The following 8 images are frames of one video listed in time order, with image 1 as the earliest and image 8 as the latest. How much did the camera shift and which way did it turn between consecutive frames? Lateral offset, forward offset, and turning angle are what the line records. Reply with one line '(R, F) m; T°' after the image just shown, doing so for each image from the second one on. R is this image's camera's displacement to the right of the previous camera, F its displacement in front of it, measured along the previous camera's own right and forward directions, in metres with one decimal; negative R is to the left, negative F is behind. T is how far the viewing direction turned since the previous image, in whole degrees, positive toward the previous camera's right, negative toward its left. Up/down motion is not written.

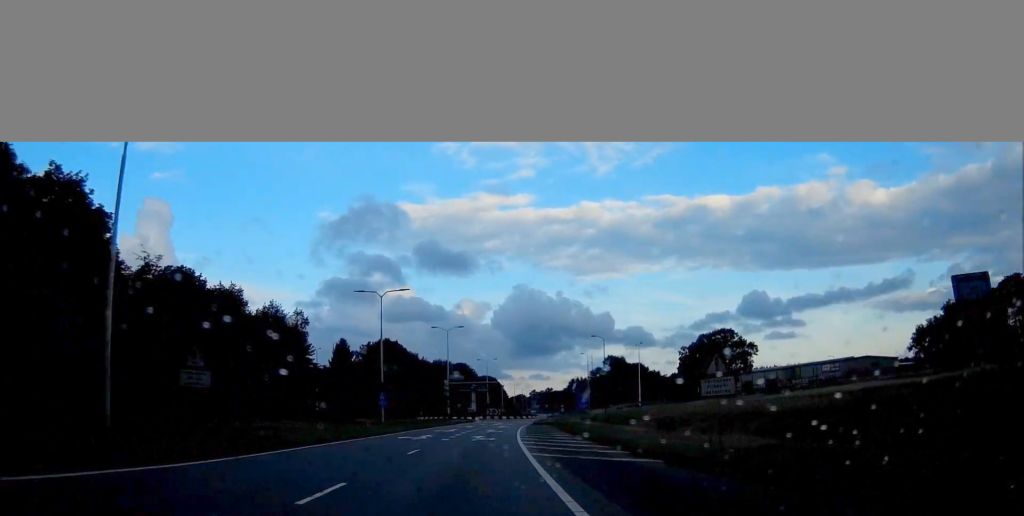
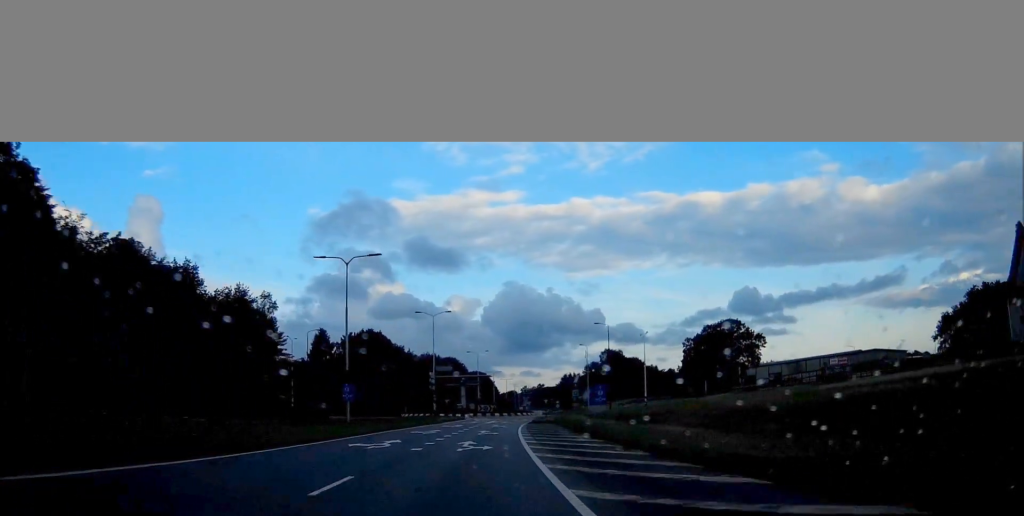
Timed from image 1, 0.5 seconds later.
(0.0, +11.1) m; +1°
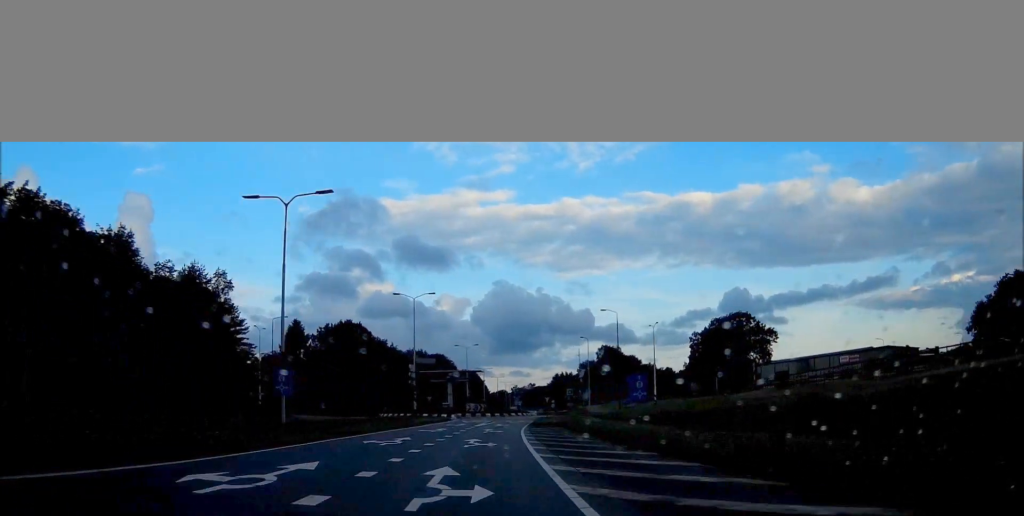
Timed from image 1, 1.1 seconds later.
(0.0, +12.9) m; +1°
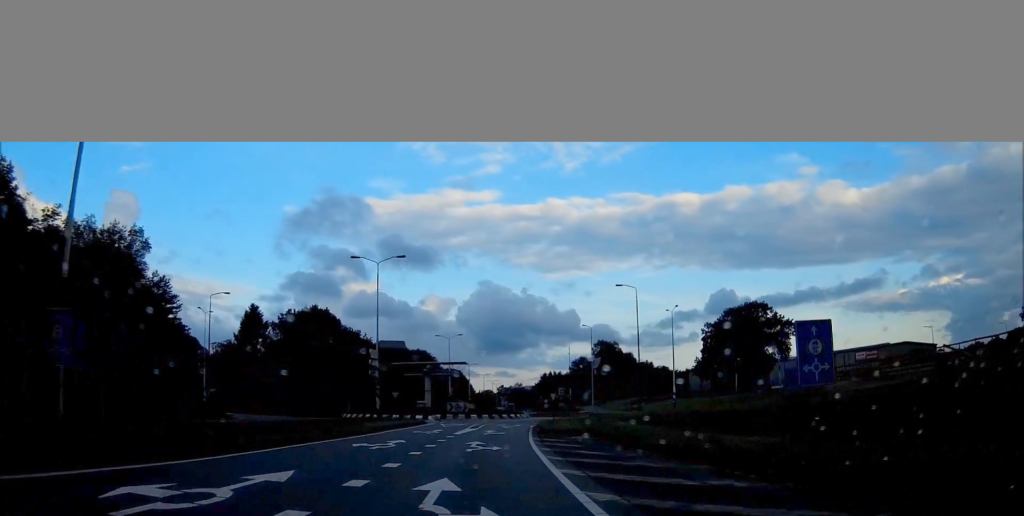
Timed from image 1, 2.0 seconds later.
(+0.3, +17.5) m; +2°
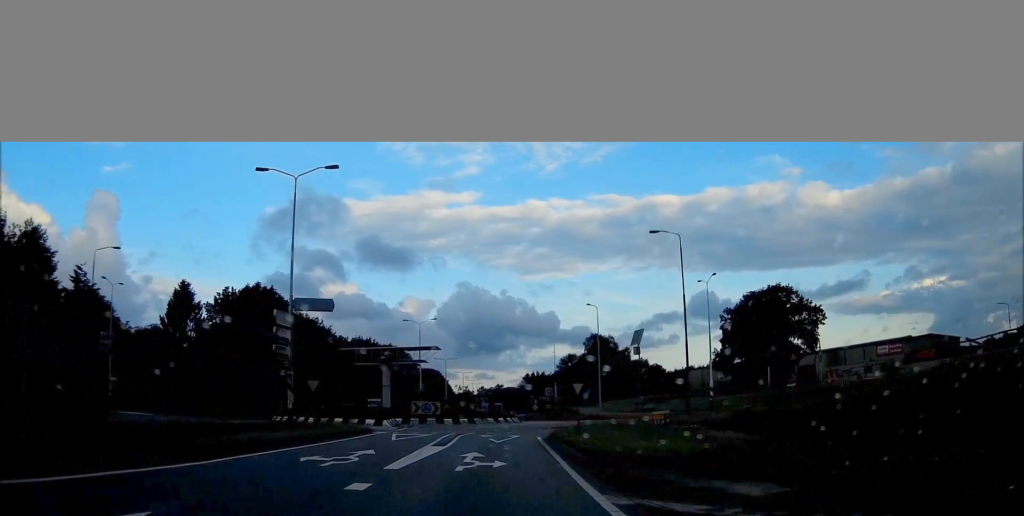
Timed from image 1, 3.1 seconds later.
(+0.4, +20.7) m; +2°
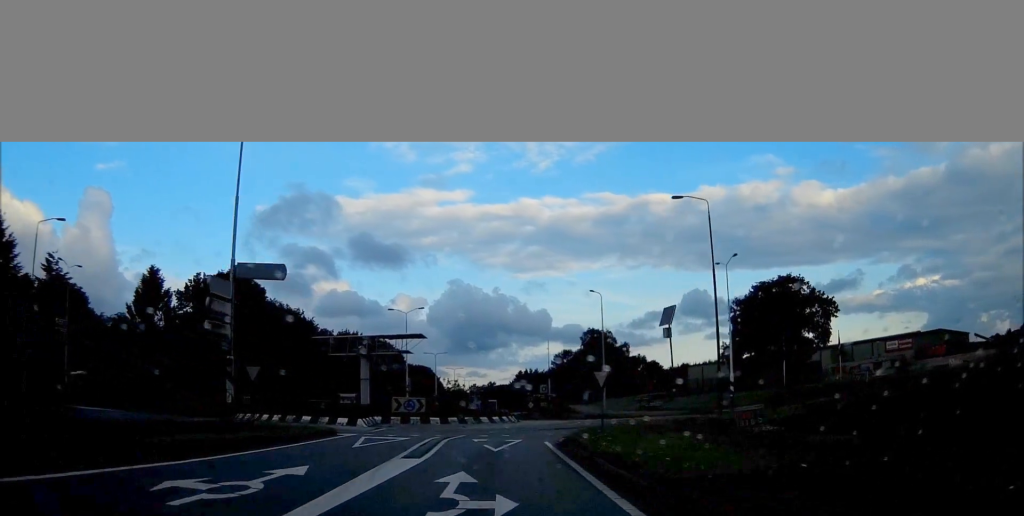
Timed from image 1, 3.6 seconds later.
(+0.1, +7.4) m; +1°
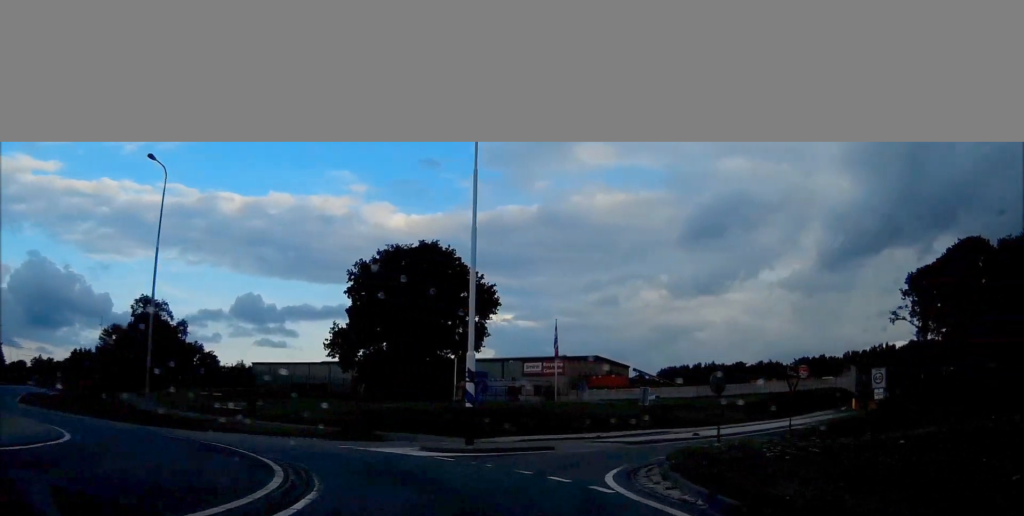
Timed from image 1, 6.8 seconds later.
(+7.7, +36.6) m; +31°
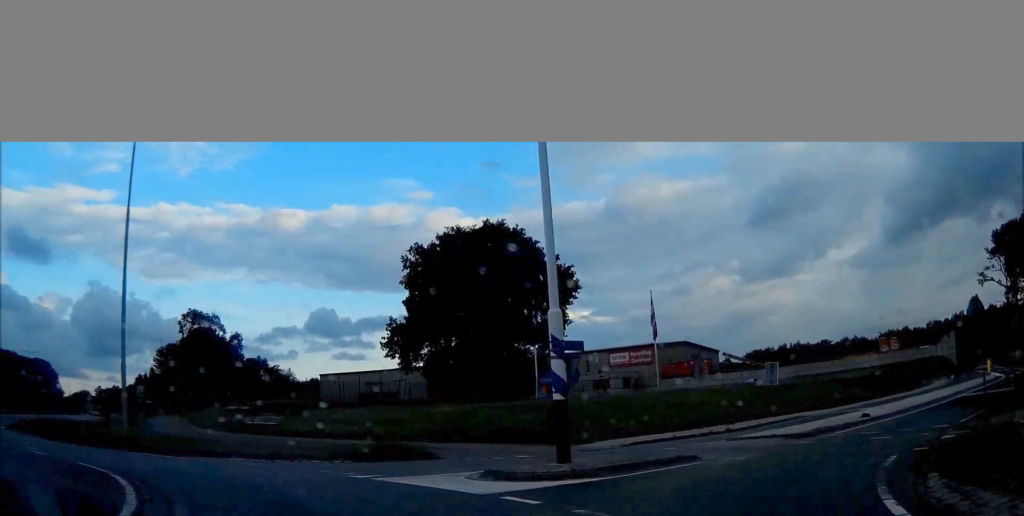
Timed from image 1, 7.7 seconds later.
(+0.1, +9.4) m; -10°
